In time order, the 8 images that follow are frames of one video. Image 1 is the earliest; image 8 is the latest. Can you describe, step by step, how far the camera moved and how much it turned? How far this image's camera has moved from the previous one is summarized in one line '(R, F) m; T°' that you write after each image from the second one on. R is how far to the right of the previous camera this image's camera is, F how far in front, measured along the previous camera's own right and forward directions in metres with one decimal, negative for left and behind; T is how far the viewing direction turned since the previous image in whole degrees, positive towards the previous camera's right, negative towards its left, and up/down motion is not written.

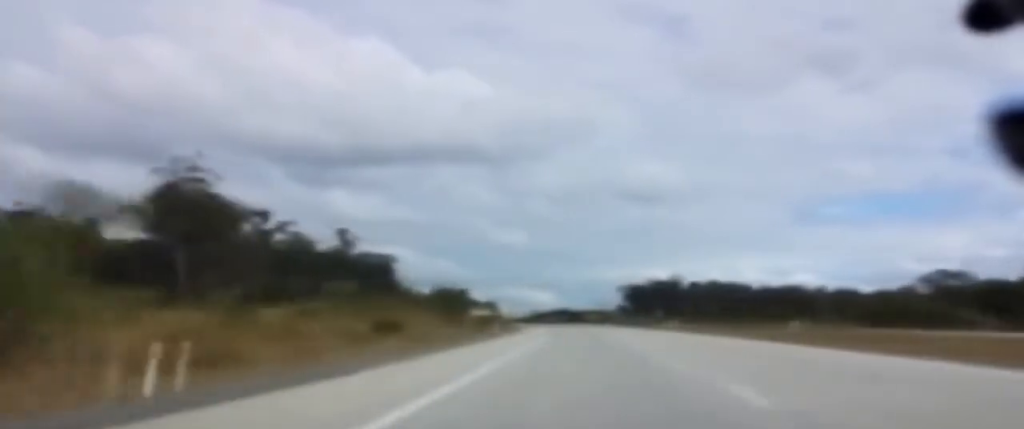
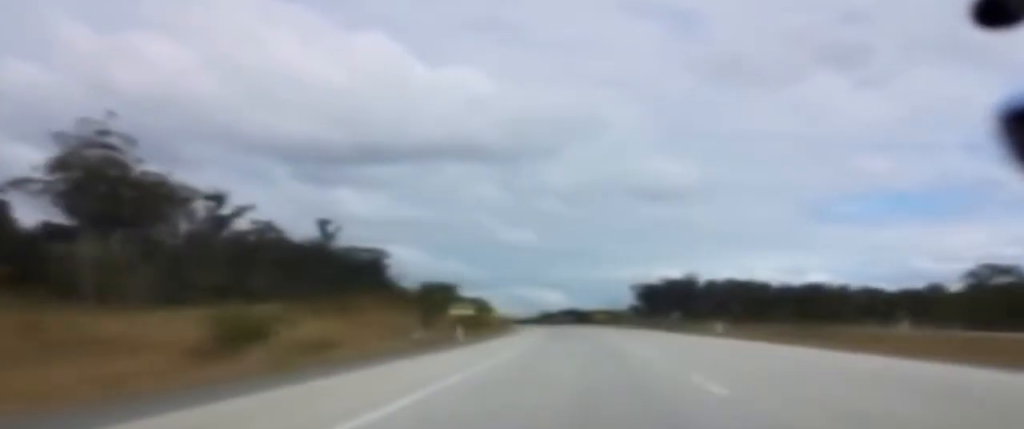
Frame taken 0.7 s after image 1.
(0.0, +22.3) m; 0°
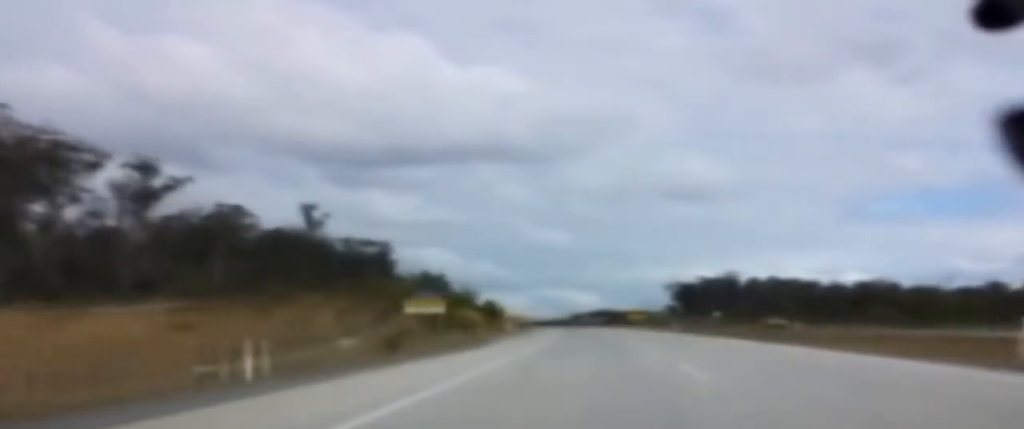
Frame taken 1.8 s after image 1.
(-0.1, +33.4) m; -1°
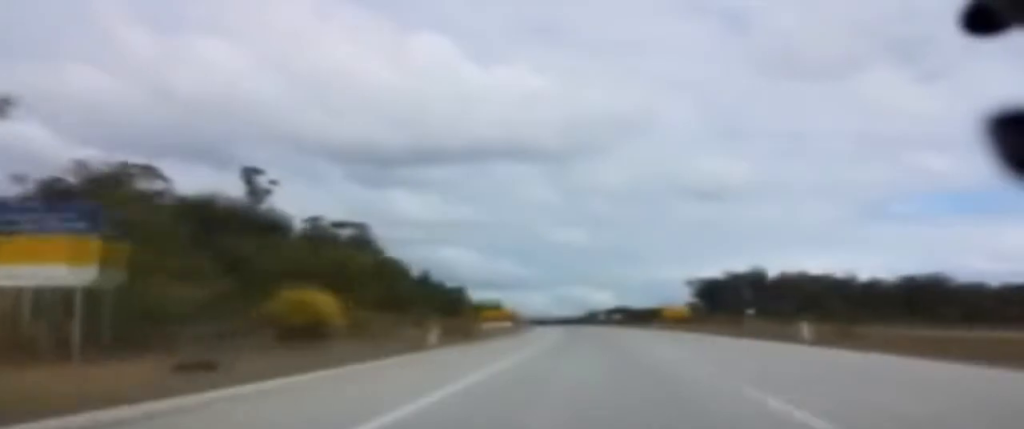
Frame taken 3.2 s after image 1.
(-0.8, +42.3) m; -2°
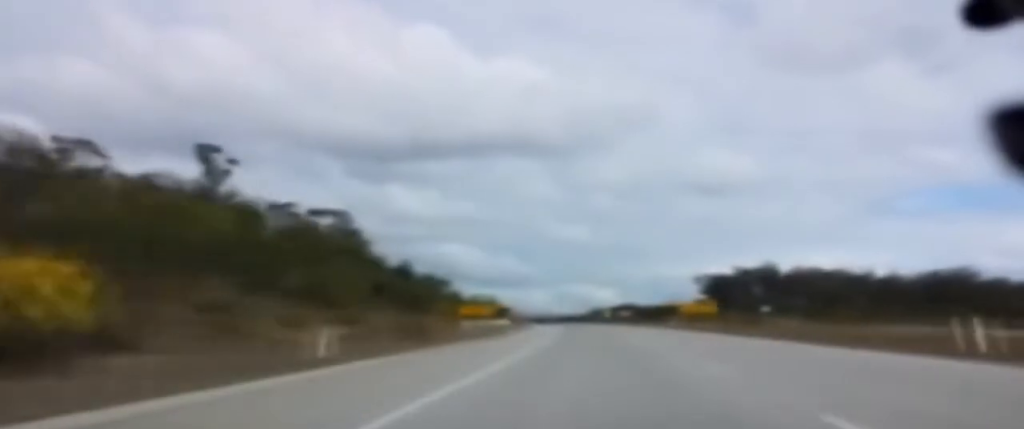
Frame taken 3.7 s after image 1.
(-0.1, +14.1) m; 0°
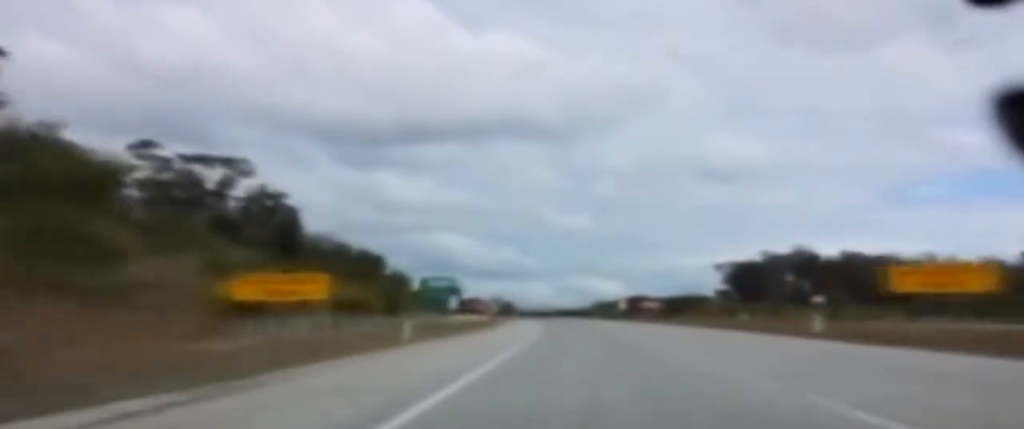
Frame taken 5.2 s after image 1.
(-0.4, +46.2) m; -1°
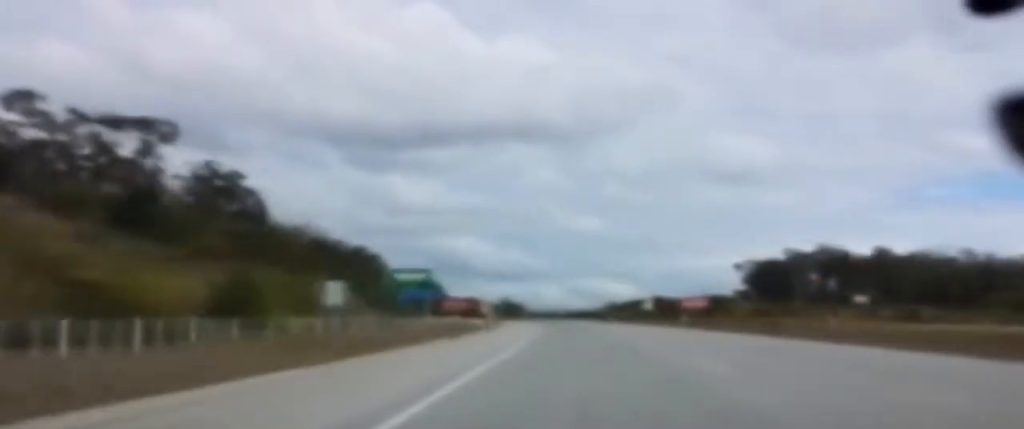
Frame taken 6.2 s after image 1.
(-0.2, +28.1) m; -1°
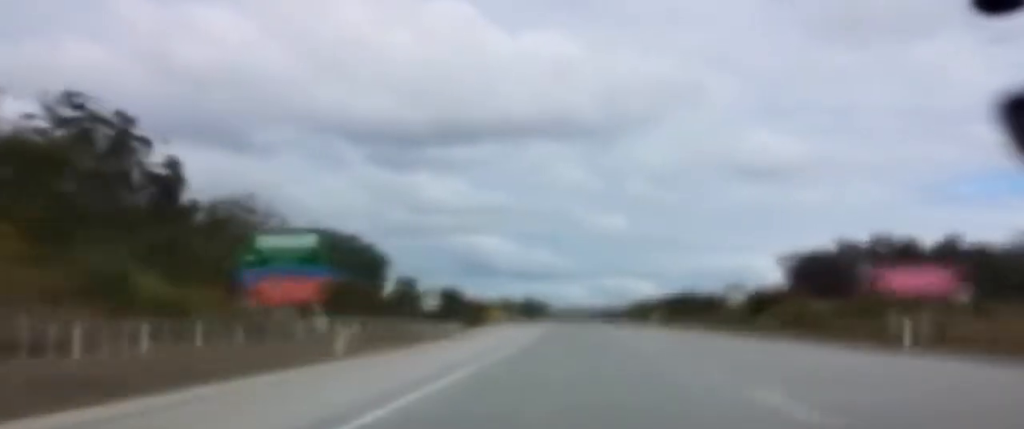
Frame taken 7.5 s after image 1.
(-0.3, +41.2) m; -1°
